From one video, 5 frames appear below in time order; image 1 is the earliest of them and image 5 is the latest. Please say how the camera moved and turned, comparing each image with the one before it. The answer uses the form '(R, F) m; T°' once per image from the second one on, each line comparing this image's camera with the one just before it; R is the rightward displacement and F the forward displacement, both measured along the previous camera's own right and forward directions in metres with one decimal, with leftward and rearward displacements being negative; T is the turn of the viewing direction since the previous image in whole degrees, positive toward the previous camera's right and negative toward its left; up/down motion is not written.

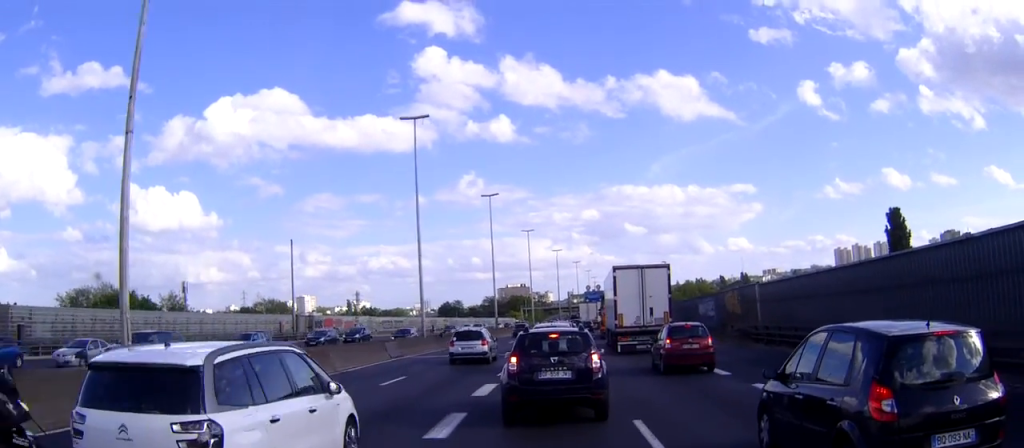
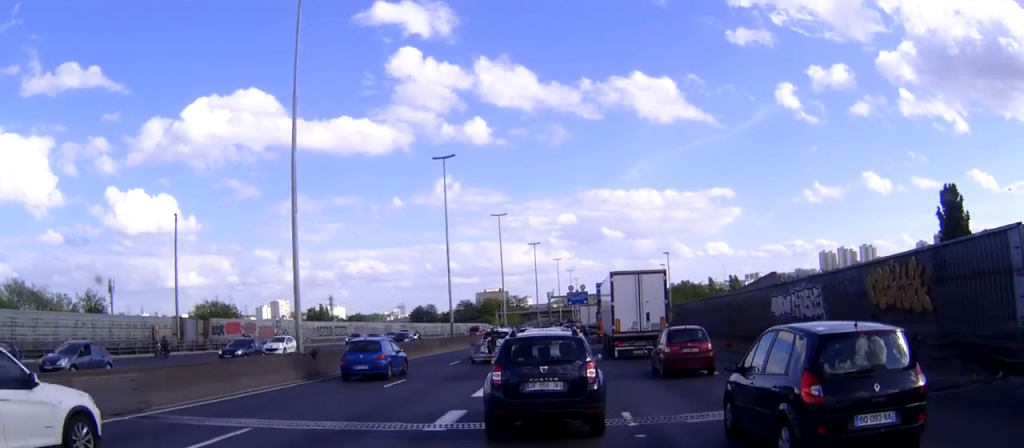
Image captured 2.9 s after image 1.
(+0.9, +26.0) m; +2°
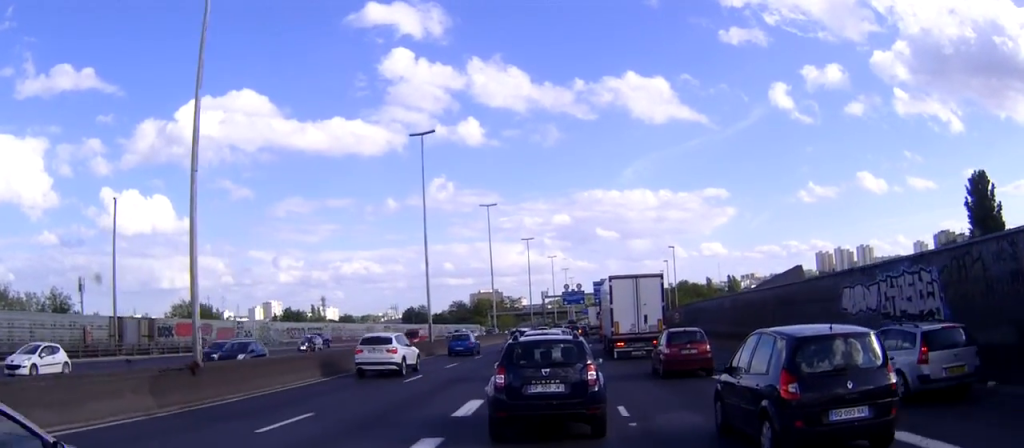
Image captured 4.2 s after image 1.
(-0.1, +9.9) m; -2°
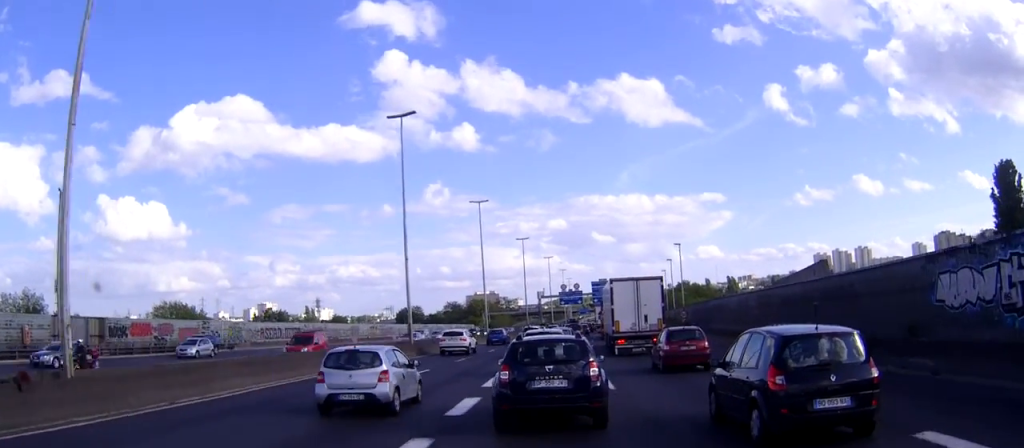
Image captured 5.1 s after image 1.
(-0.1, +7.3) m; 0°
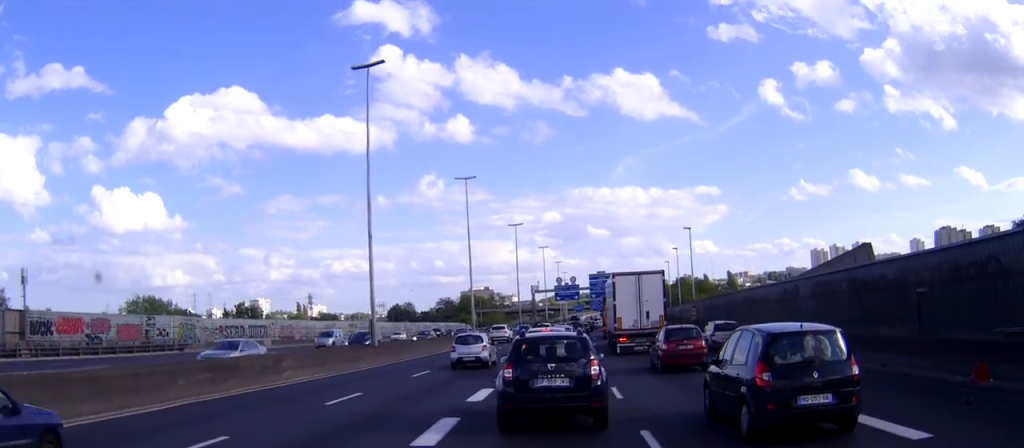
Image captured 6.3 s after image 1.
(+0.1, +9.9) m; +1°
